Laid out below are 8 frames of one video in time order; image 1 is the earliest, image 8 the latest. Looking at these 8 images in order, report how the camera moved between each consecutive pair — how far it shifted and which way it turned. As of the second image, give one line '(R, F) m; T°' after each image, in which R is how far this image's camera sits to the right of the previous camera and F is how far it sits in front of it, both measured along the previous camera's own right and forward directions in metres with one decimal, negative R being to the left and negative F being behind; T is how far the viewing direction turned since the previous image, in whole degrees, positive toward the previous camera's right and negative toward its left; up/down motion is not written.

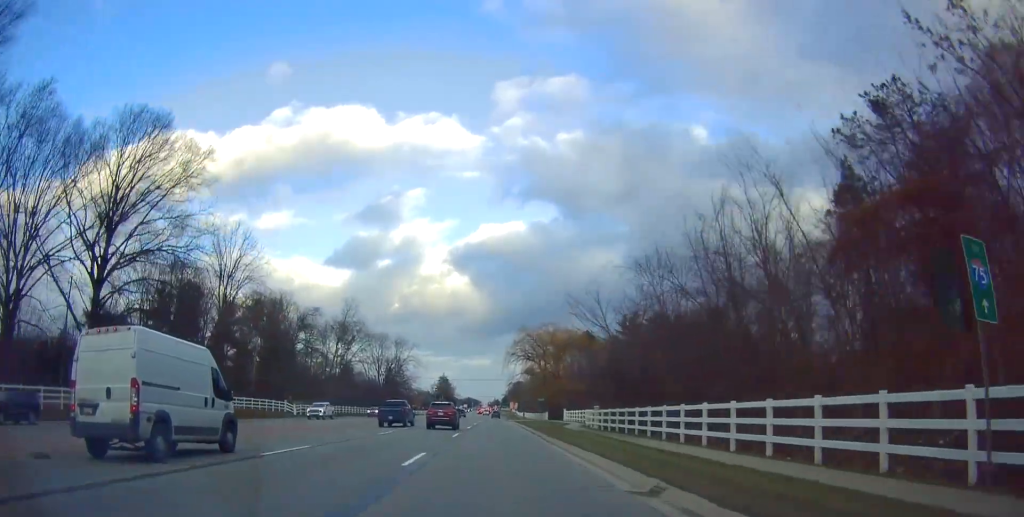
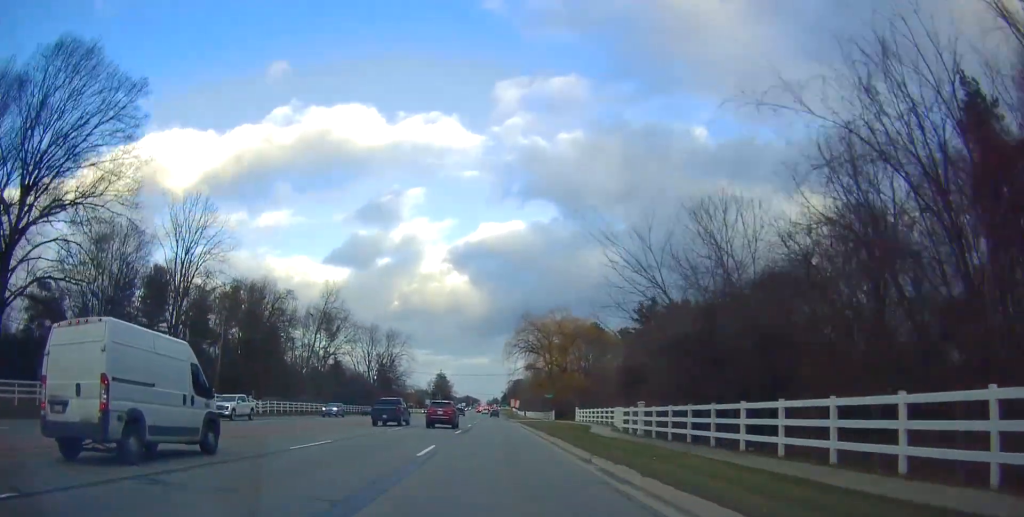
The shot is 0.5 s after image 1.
(-0.2, +12.7) m; -1°
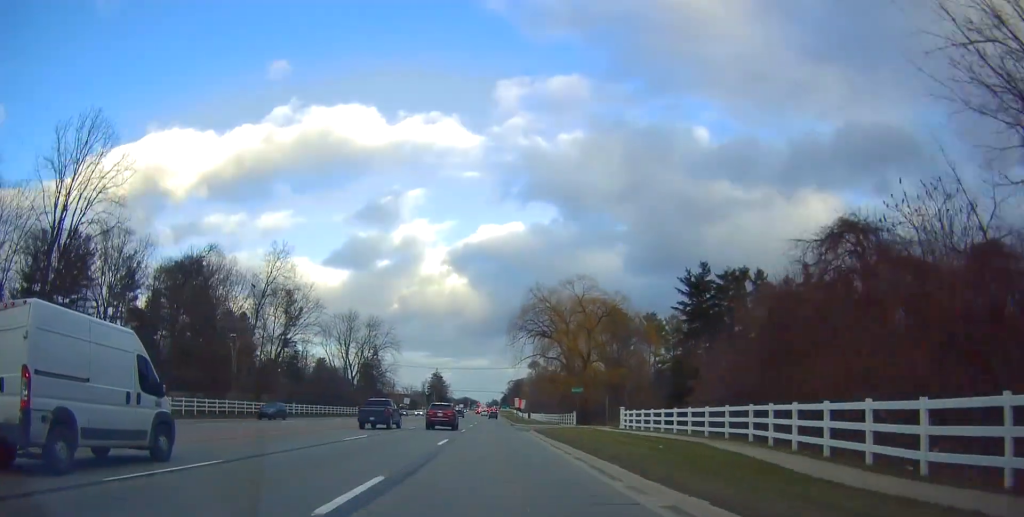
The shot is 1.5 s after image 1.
(-0.2, +24.5) m; 0°
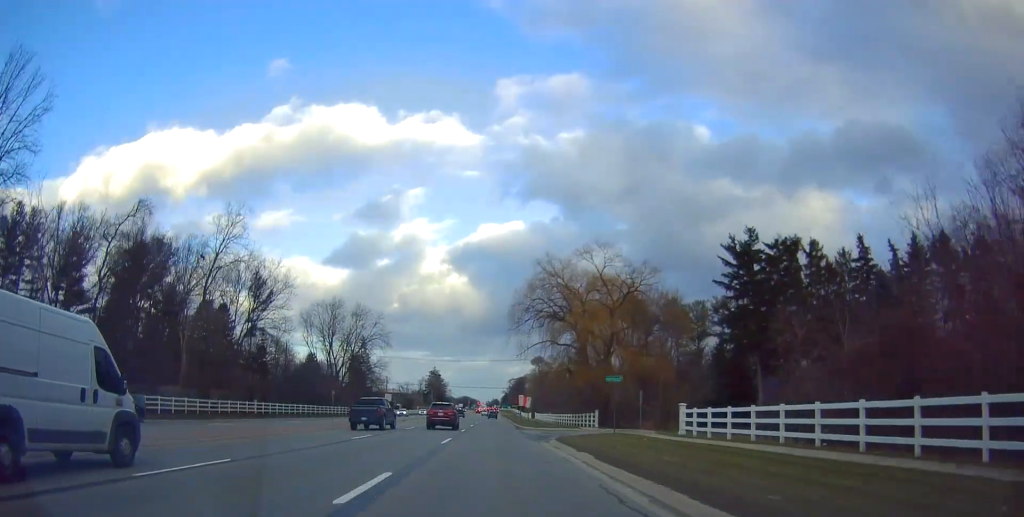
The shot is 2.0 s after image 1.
(0.0, +14.4) m; 0°
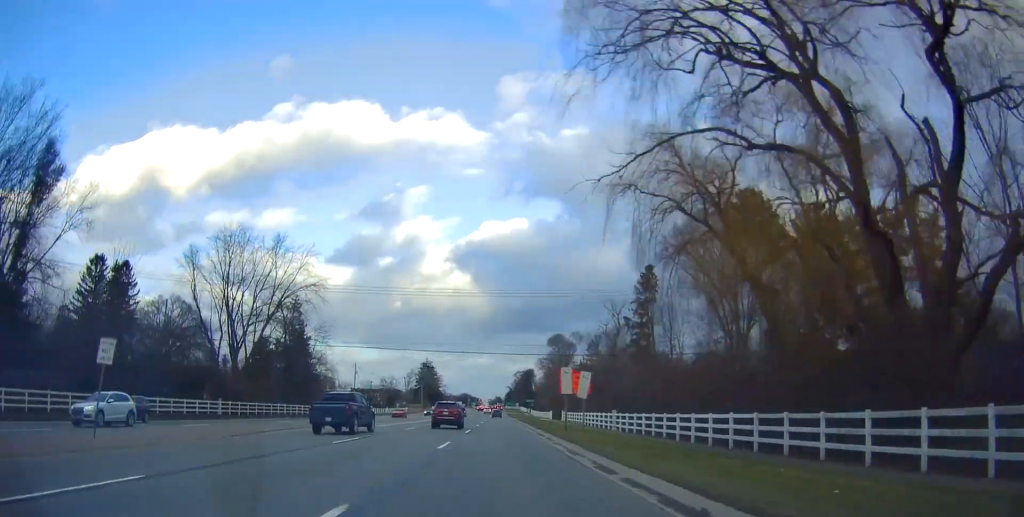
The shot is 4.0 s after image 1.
(-0.3, +50.3) m; -1°
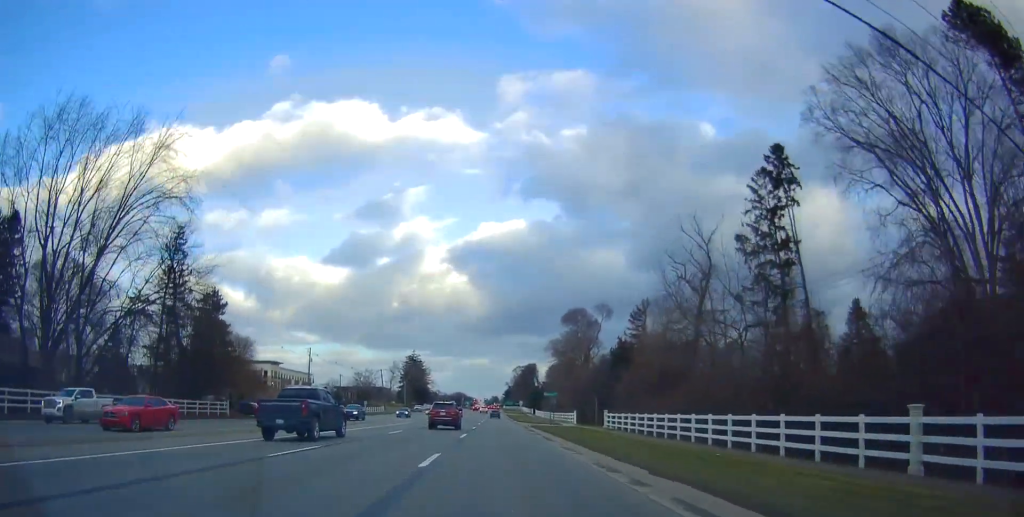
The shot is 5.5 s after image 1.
(-0.1, +36.8) m; +2°
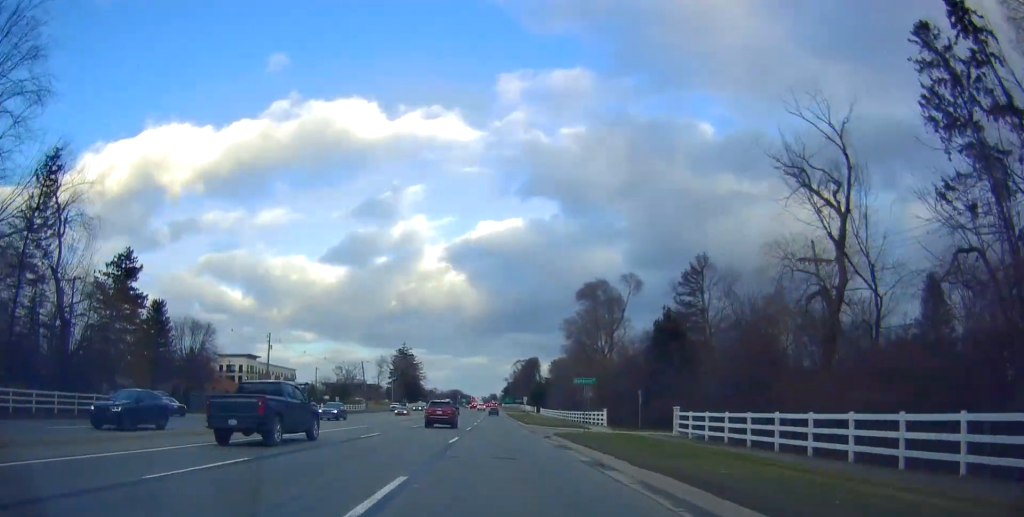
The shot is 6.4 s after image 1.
(+0.4, +21.4) m; +1°
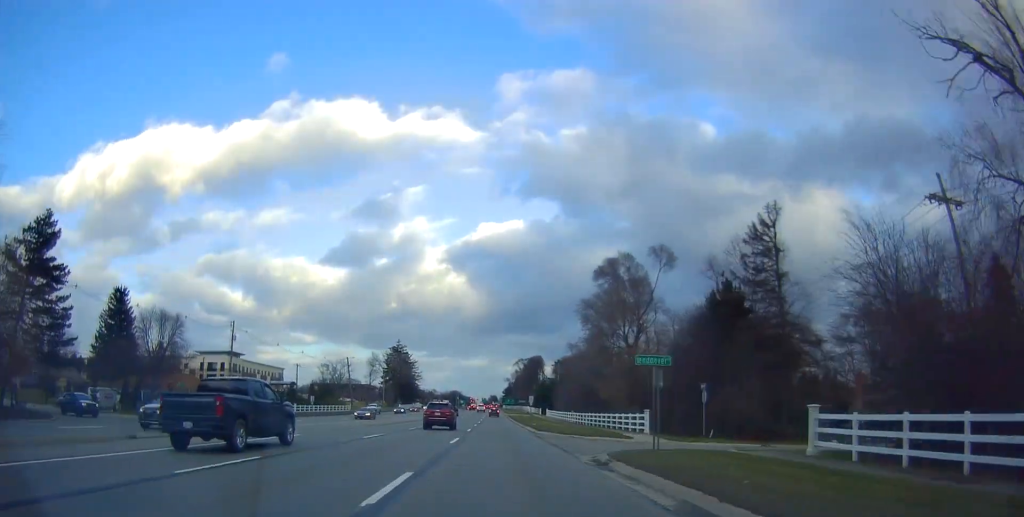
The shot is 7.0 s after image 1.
(+0.2, +14.7) m; 0°
